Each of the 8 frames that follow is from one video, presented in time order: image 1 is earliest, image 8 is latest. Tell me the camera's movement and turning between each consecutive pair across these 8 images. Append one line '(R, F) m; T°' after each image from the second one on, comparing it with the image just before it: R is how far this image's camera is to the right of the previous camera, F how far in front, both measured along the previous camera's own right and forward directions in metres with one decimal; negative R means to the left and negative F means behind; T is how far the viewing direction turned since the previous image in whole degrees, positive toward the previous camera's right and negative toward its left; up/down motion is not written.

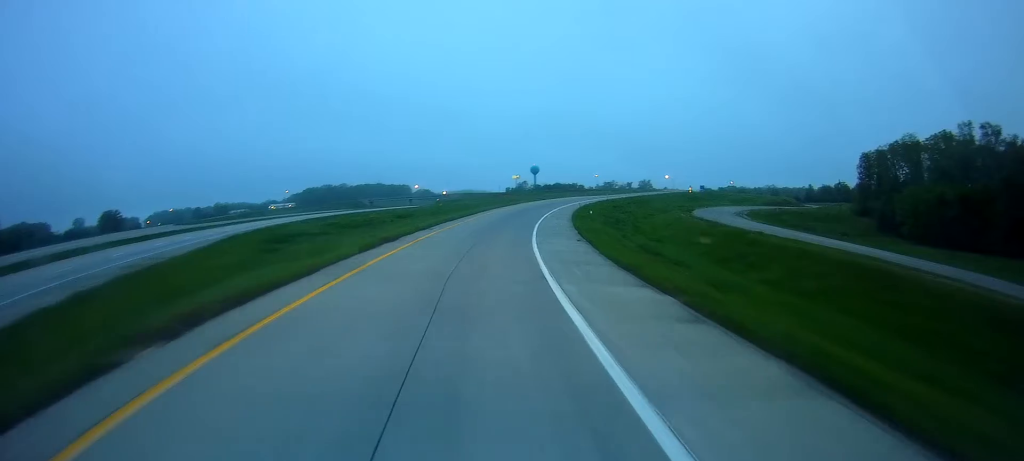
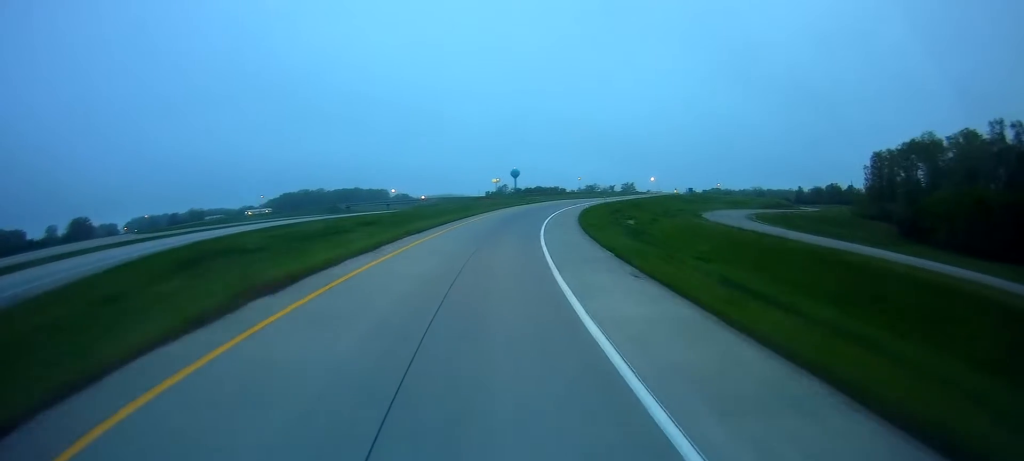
(+0.6, +13.8) m; +3°
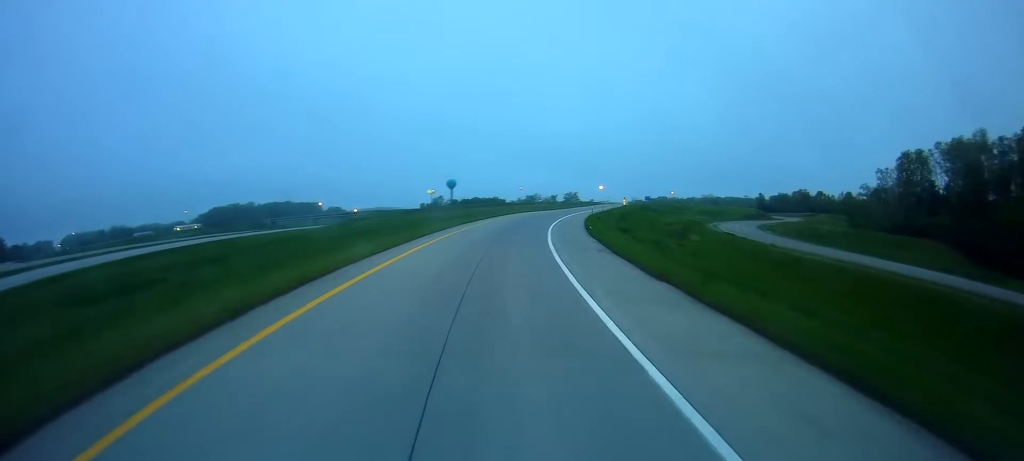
(+1.8, +33.4) m; +6°
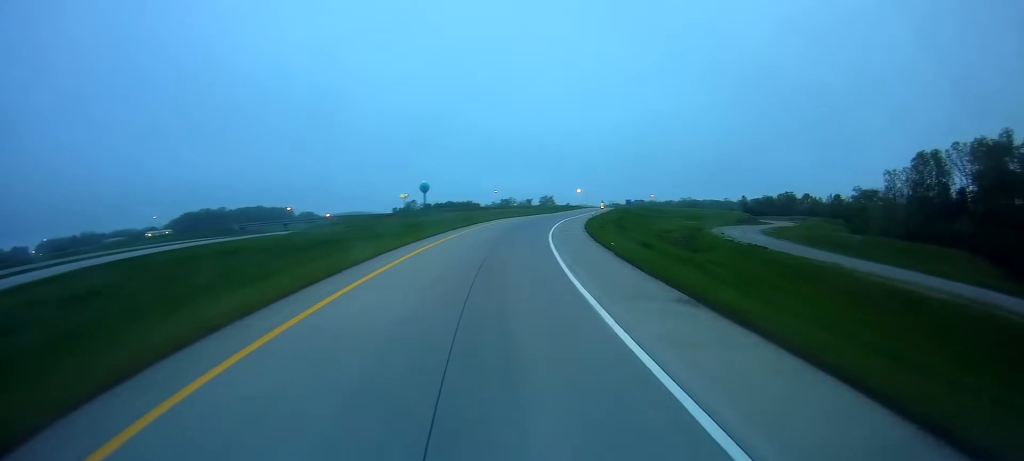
(+0.2, +12.9) m; +2°
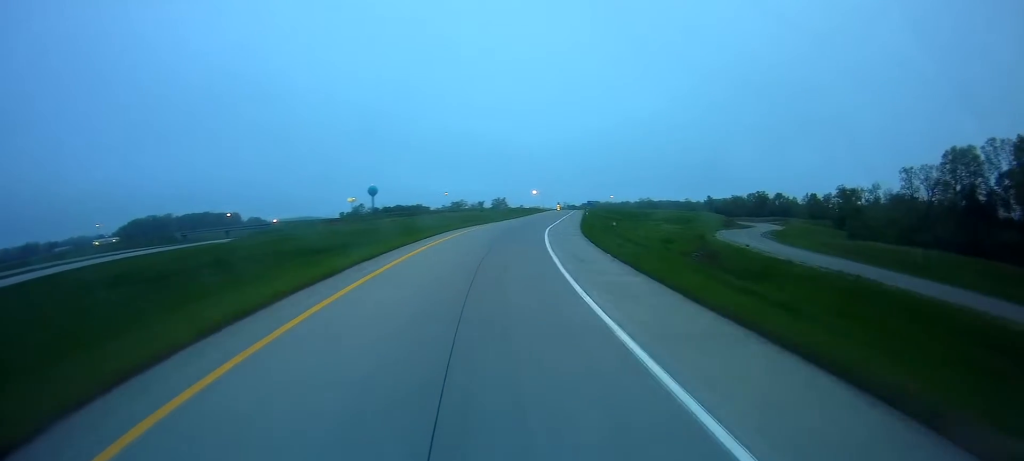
(+0.5, +22.3) m; +4°
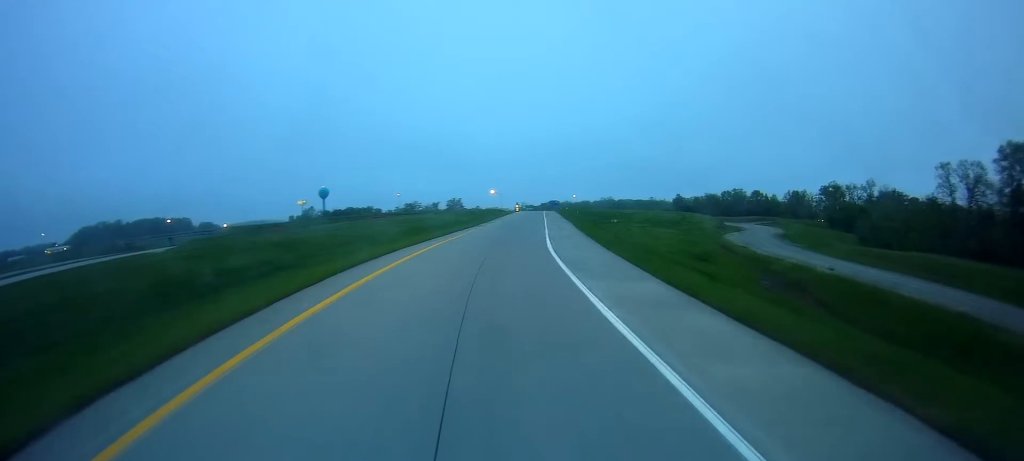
(+1.3, +23.9) m; +5°
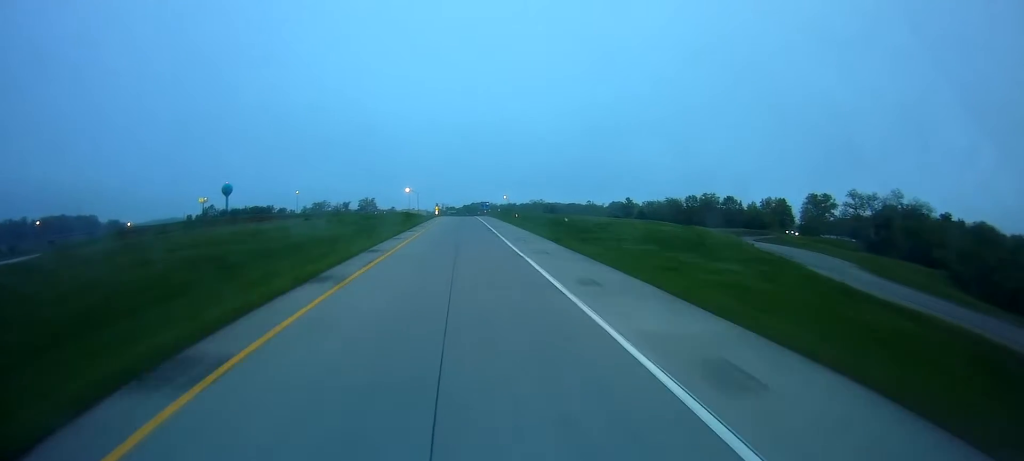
(+4.8, +57.2) m; +9°
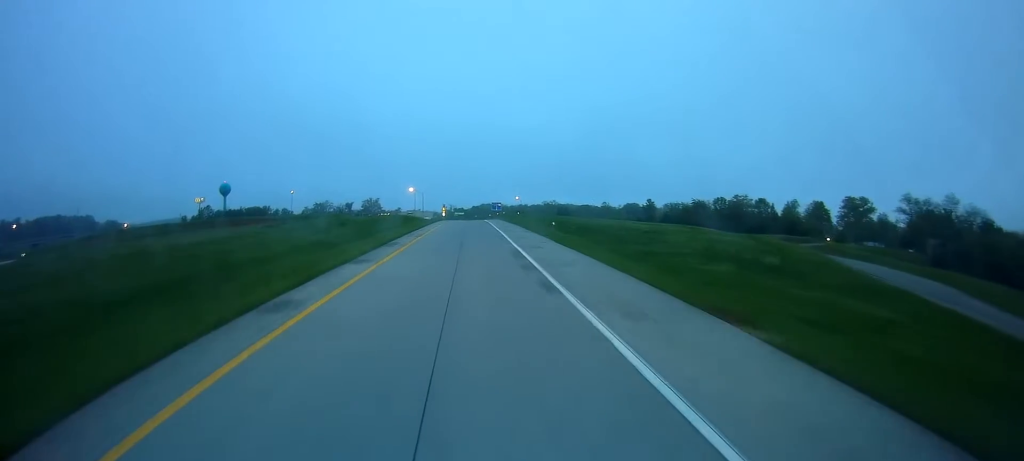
(+0.7, +22.8) m; +2°
